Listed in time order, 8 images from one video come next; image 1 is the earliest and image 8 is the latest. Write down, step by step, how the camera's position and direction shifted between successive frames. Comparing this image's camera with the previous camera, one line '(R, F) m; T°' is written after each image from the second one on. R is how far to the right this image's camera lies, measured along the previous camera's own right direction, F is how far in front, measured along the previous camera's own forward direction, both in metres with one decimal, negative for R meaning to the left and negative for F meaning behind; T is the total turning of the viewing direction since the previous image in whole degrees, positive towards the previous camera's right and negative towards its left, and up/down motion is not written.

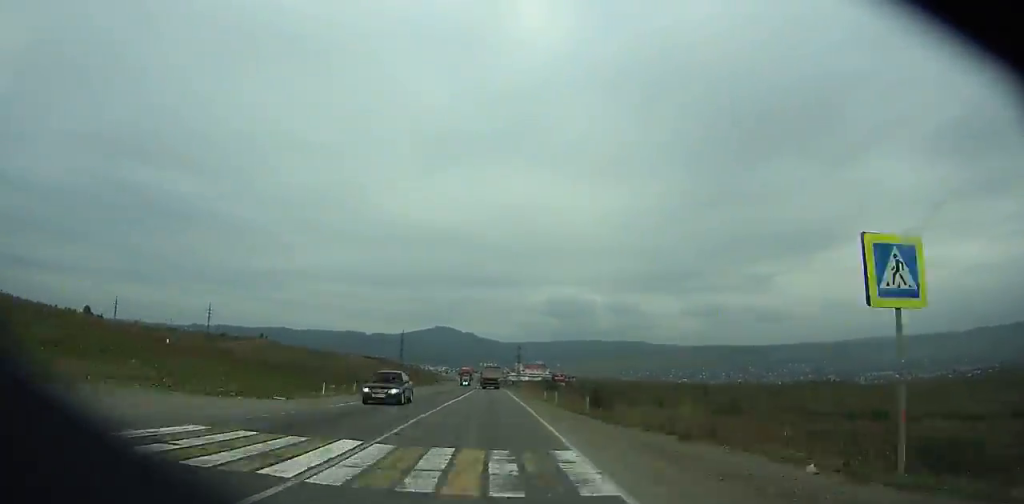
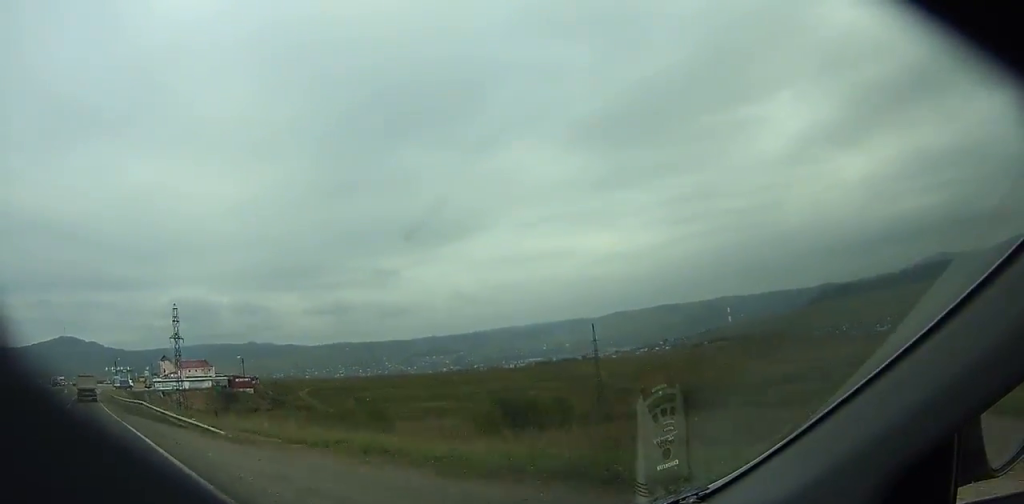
(-5.6, +143.1) m; -4°
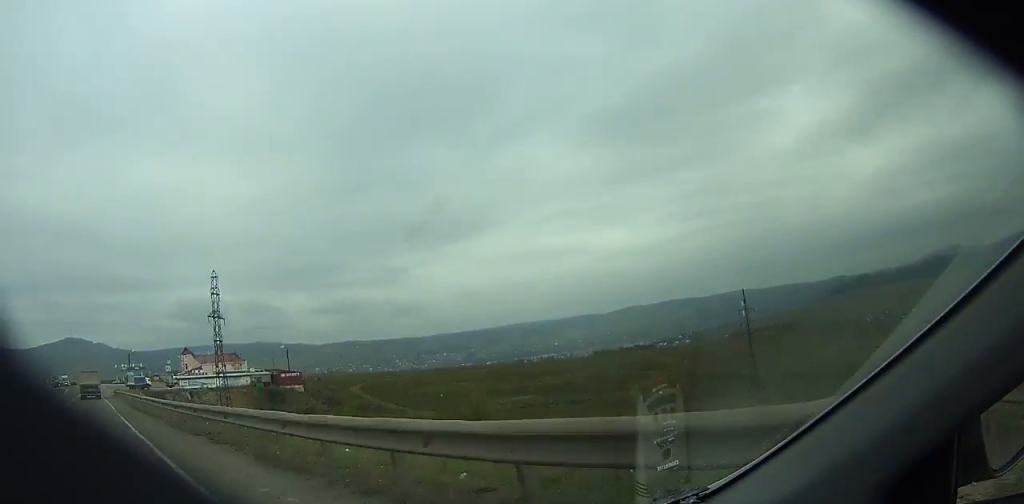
(-0.1, +39.4) m; -1°
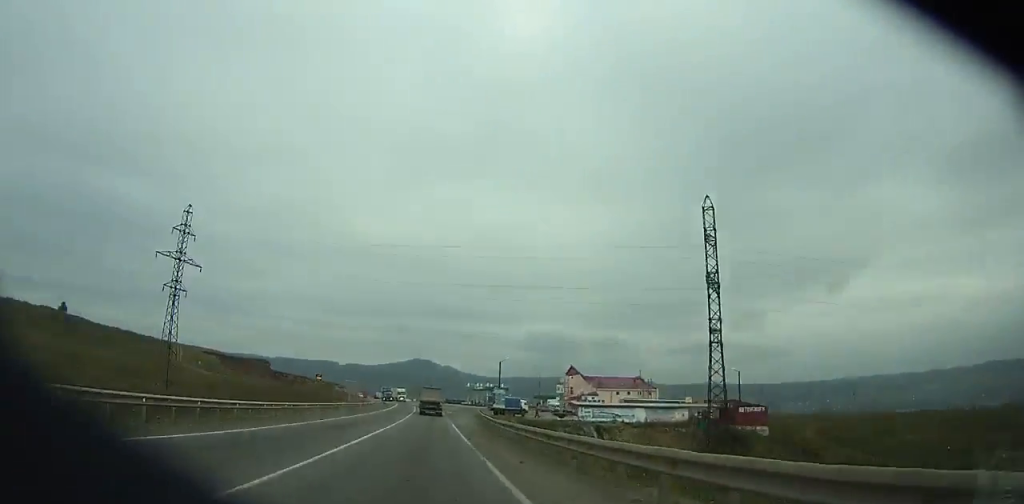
(-0.4, +57.4) m; -1°
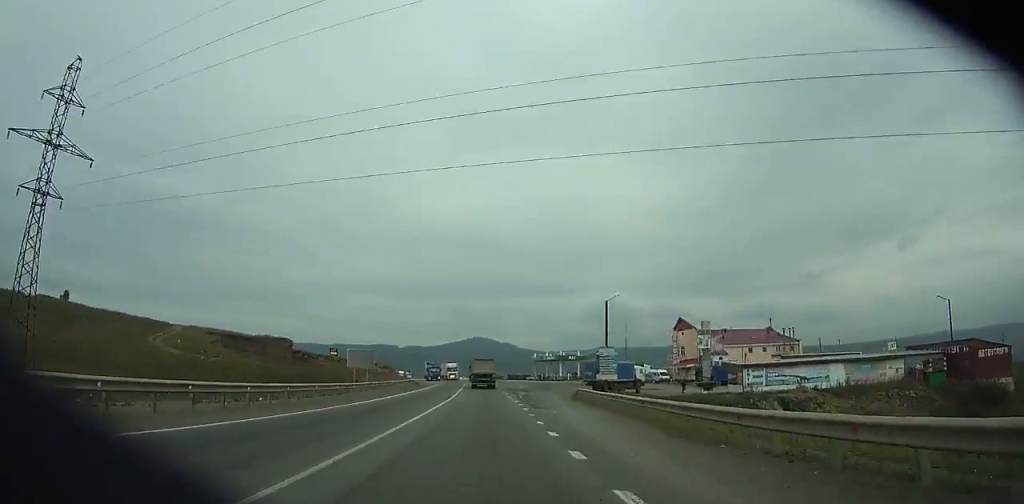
(-0.2, +39.5) m; 0°
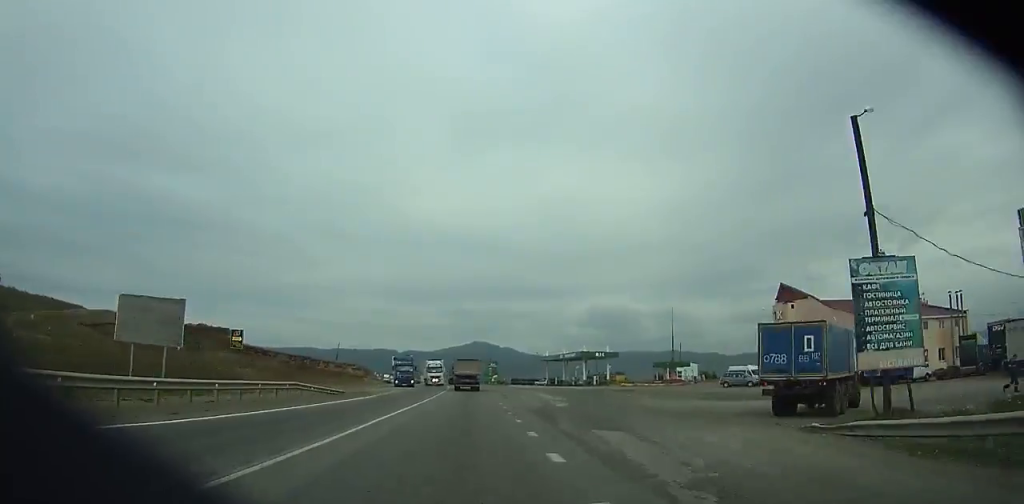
(0.0, +38.6) m; -1°
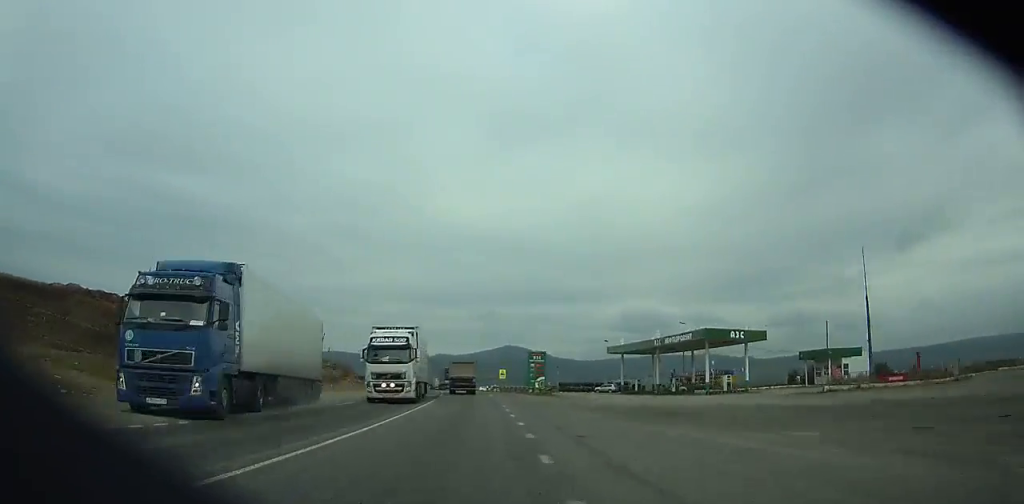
(-0.7, +56.4) m; -2°
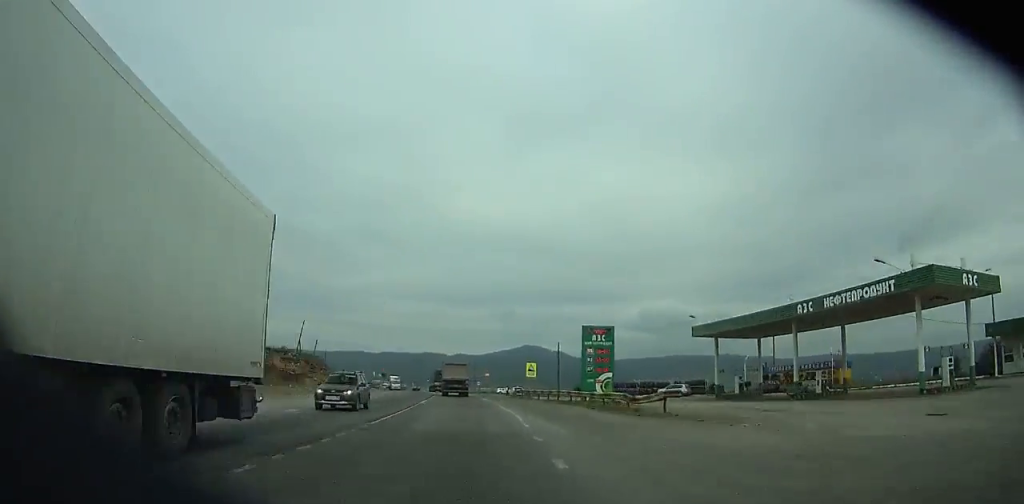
(-0.3, +33.0) m; -2°
